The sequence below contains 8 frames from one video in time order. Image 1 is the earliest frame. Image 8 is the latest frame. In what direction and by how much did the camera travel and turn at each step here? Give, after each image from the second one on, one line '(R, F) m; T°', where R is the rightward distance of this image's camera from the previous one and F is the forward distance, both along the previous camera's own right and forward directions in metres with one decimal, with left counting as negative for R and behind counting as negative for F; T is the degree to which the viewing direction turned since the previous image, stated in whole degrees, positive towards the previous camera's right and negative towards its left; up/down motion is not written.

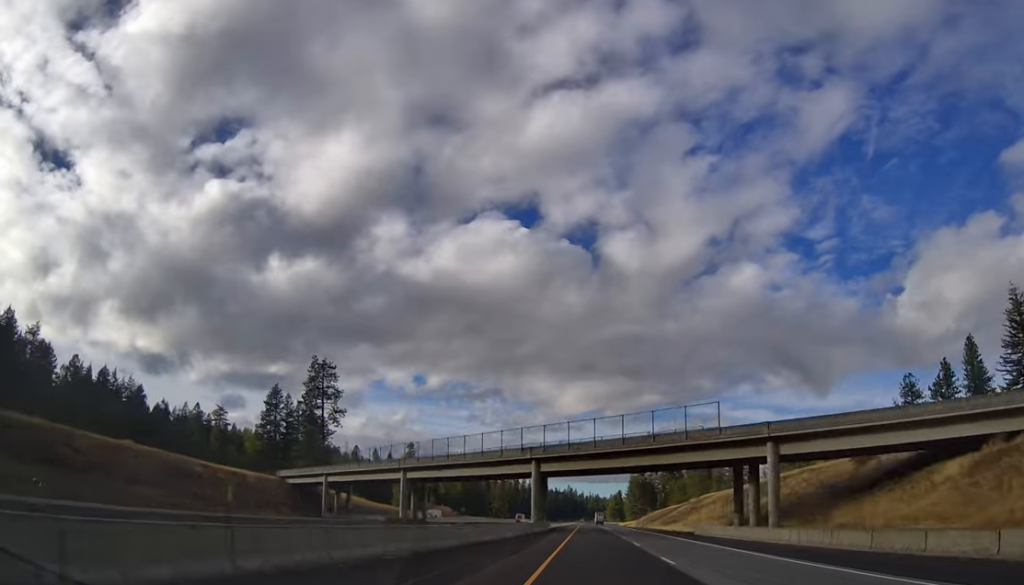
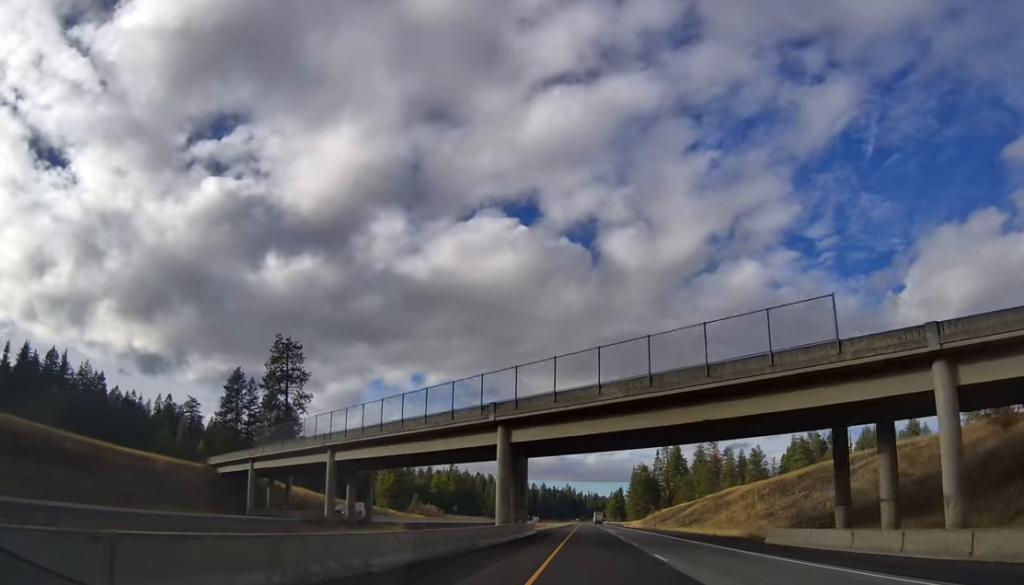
(-0.2, +22.9) m; 0°
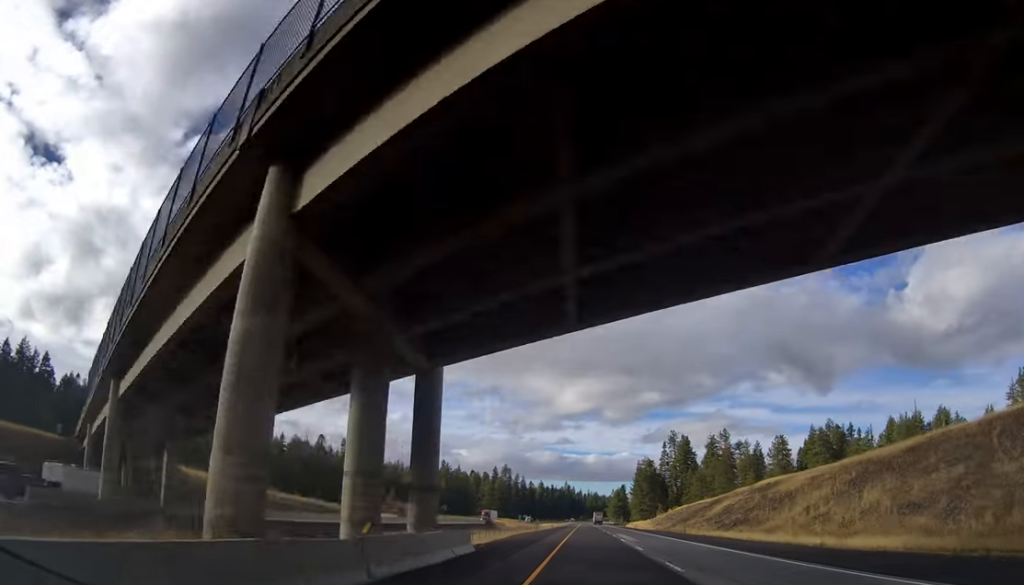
(-0.1, +28.7) m; 0°
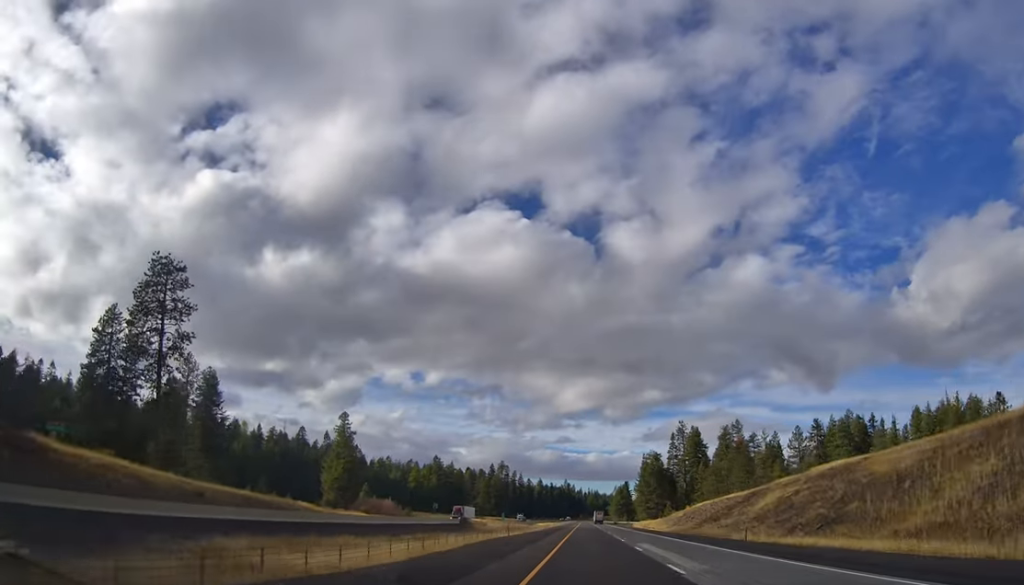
(0.0, +25.3) m; 0°
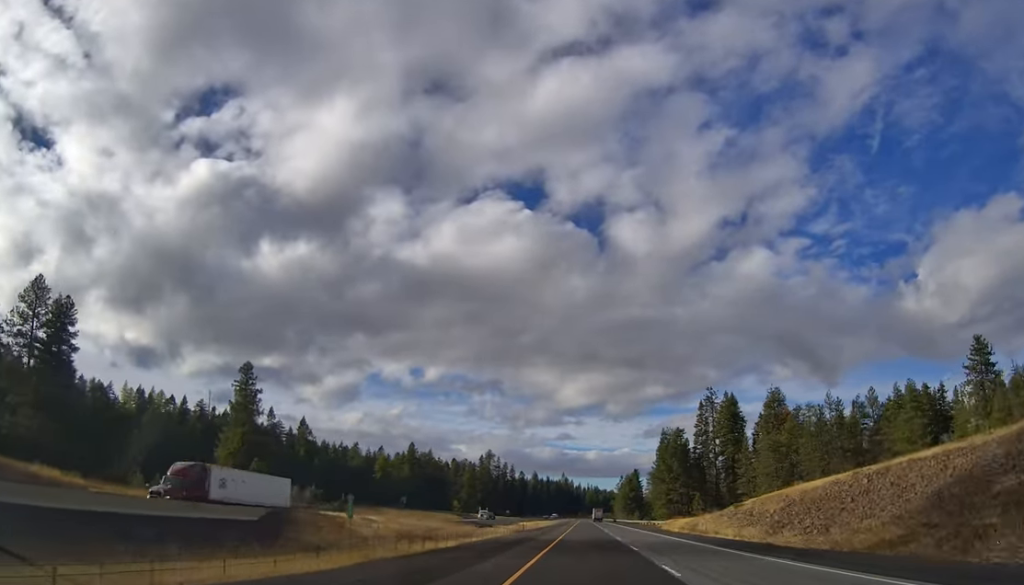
(+1.5, +62.4) m; +2°
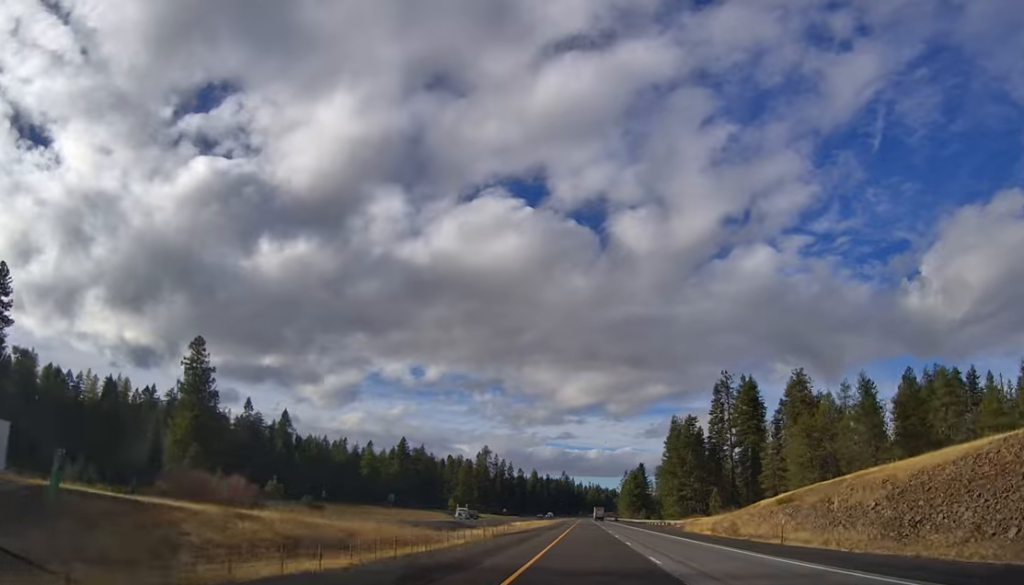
(-0.3, +20.8) m; -1°
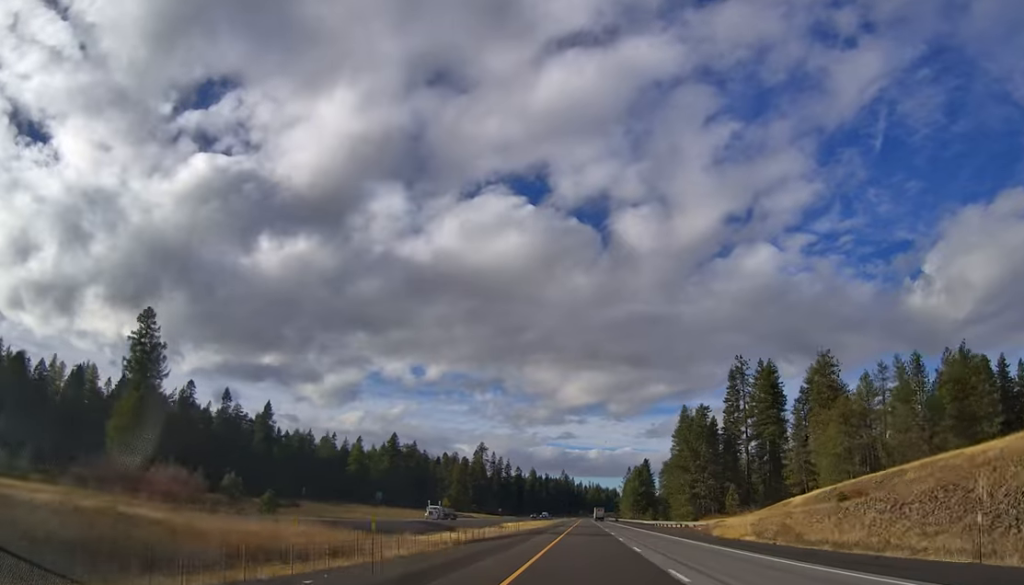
(-0.1, +17.4) m; 0°
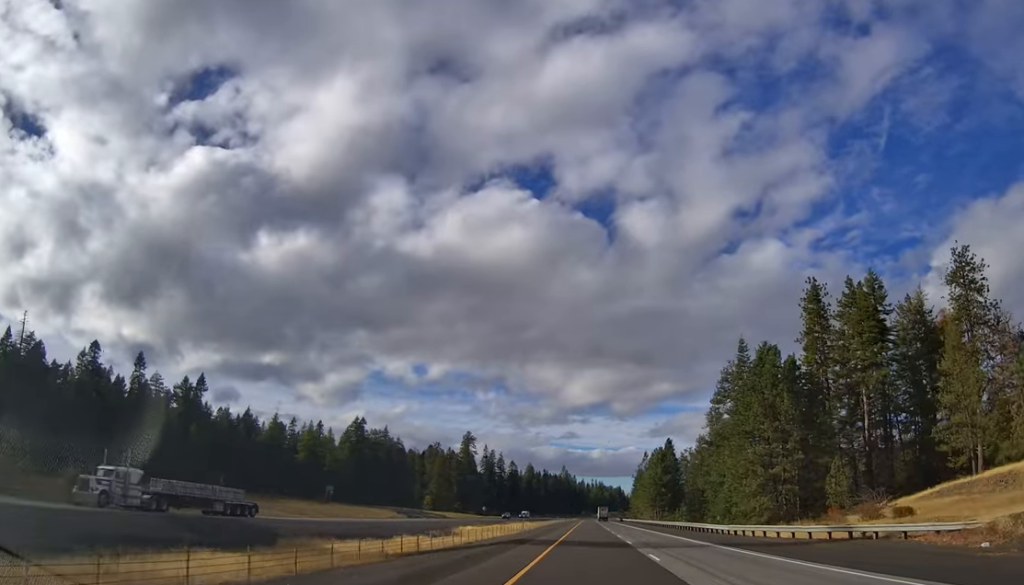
(+0.3, +54.7) m; +1°
